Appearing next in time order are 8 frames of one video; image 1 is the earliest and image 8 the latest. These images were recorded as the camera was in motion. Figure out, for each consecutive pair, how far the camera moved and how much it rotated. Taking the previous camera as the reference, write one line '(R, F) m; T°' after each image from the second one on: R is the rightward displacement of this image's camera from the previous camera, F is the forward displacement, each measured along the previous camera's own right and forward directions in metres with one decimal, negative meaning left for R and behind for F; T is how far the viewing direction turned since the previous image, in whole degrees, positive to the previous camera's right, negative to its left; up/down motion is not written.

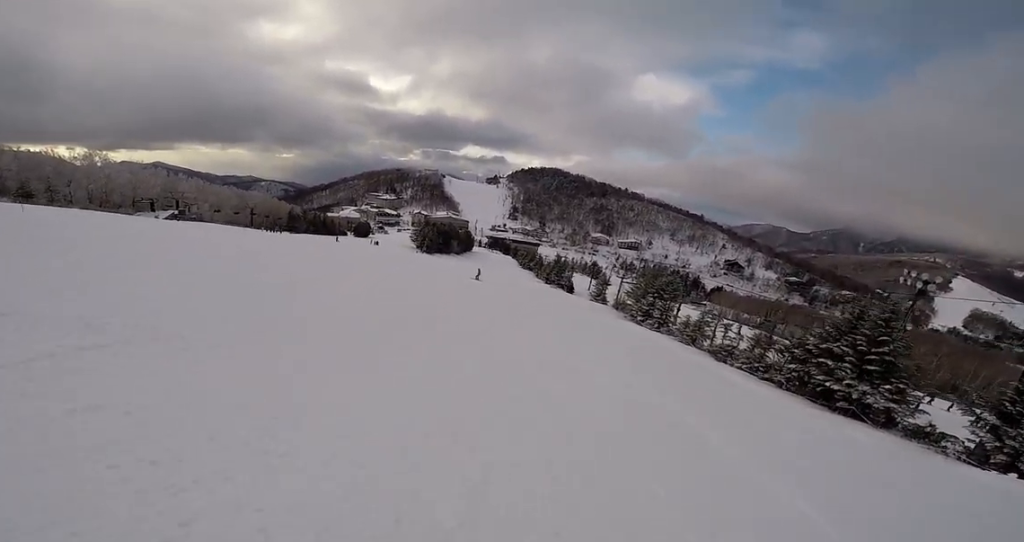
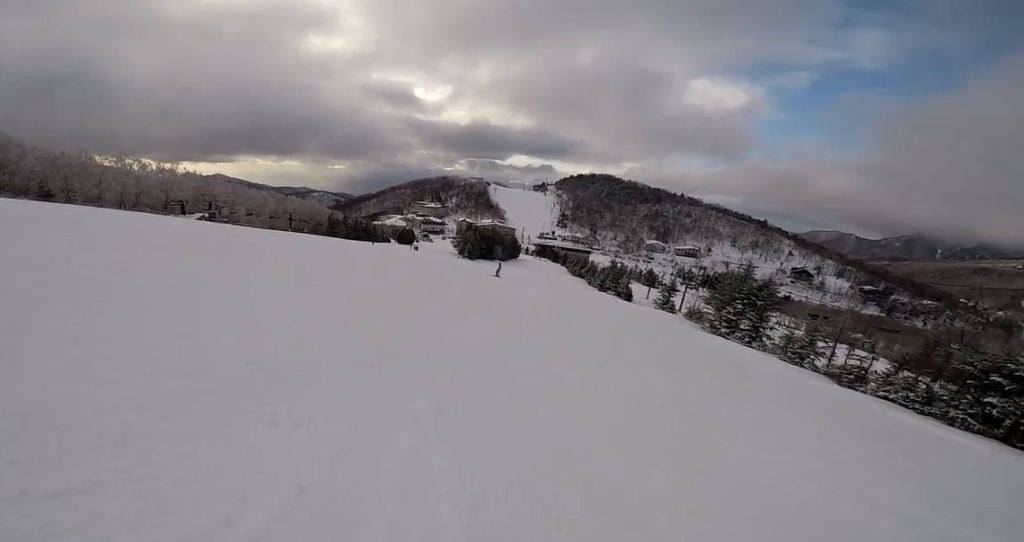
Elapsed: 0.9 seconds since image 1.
(-0.2, +7.9) m; -15°
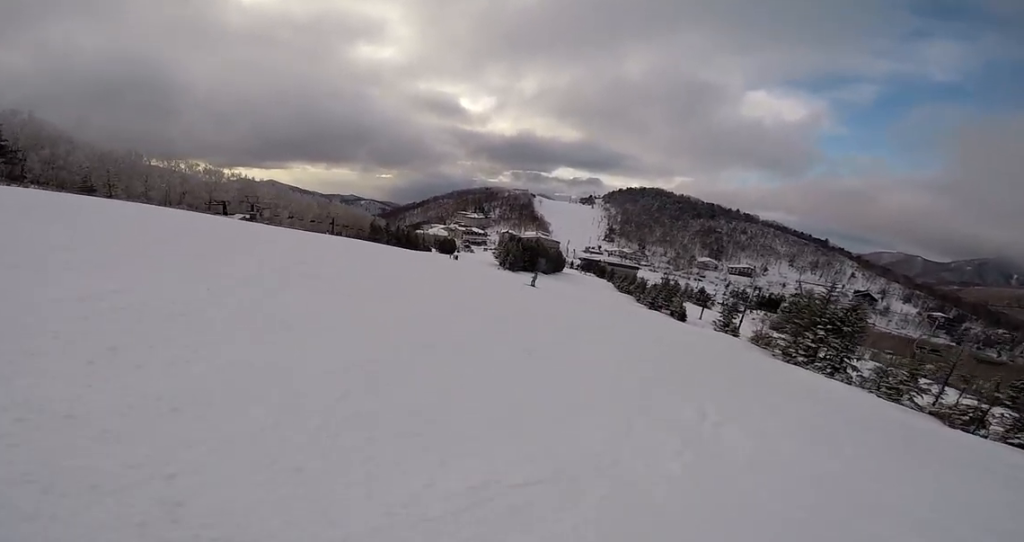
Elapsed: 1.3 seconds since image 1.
(0.0, +3.3) m; -7°
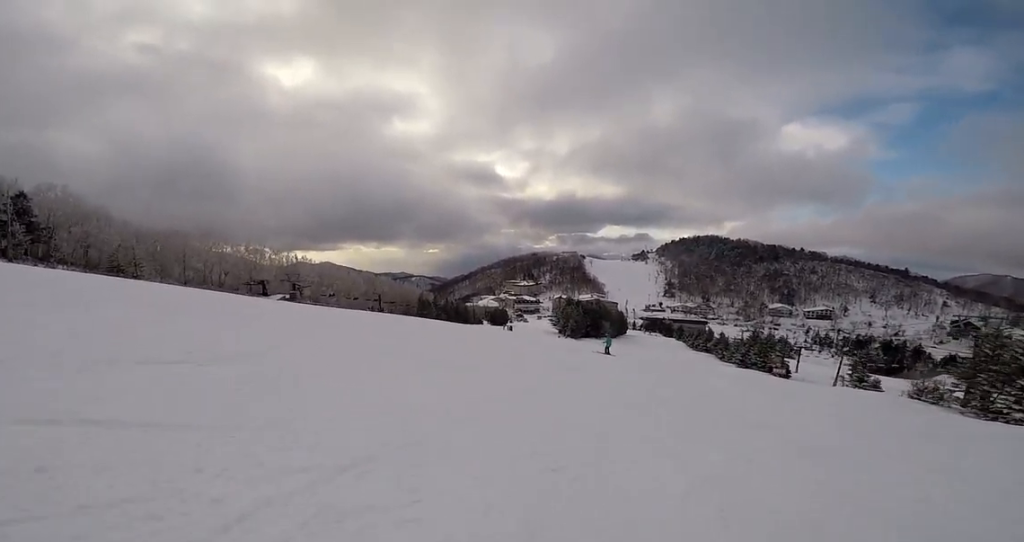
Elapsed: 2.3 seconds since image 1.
(-2.2, +7.9) m; -18°
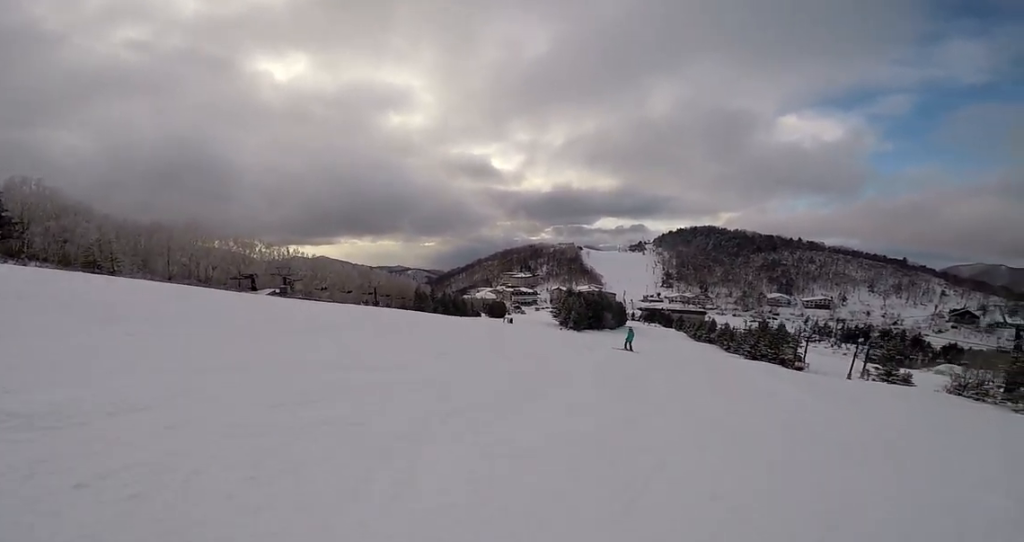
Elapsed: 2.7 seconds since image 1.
(-0.1, +3.3) m; -1°
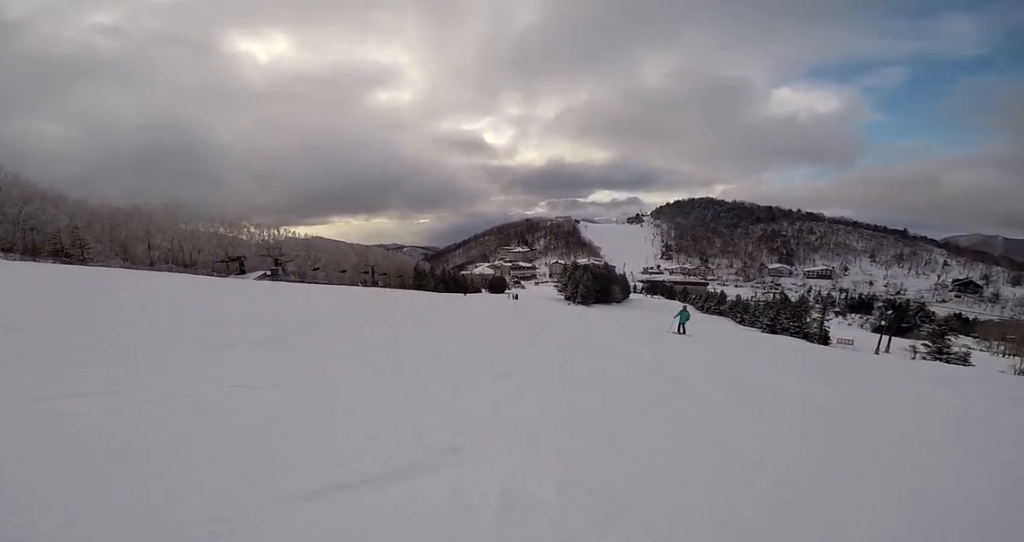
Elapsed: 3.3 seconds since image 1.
(-0.1, +4.9) m; +3°
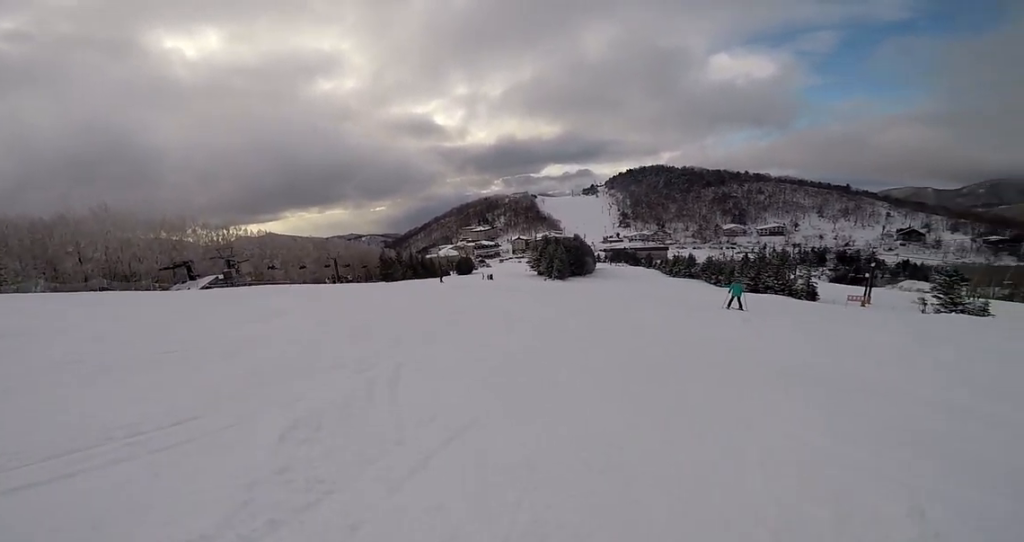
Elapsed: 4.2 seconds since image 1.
(-0.1, +6.1) m; +18°
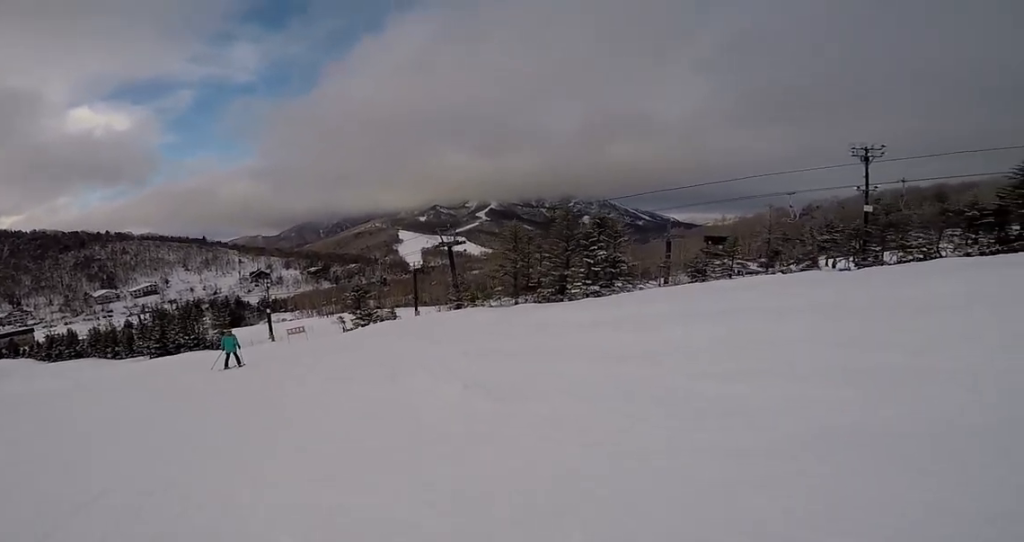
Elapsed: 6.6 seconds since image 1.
(+7.9, +9.0) m; +66°
